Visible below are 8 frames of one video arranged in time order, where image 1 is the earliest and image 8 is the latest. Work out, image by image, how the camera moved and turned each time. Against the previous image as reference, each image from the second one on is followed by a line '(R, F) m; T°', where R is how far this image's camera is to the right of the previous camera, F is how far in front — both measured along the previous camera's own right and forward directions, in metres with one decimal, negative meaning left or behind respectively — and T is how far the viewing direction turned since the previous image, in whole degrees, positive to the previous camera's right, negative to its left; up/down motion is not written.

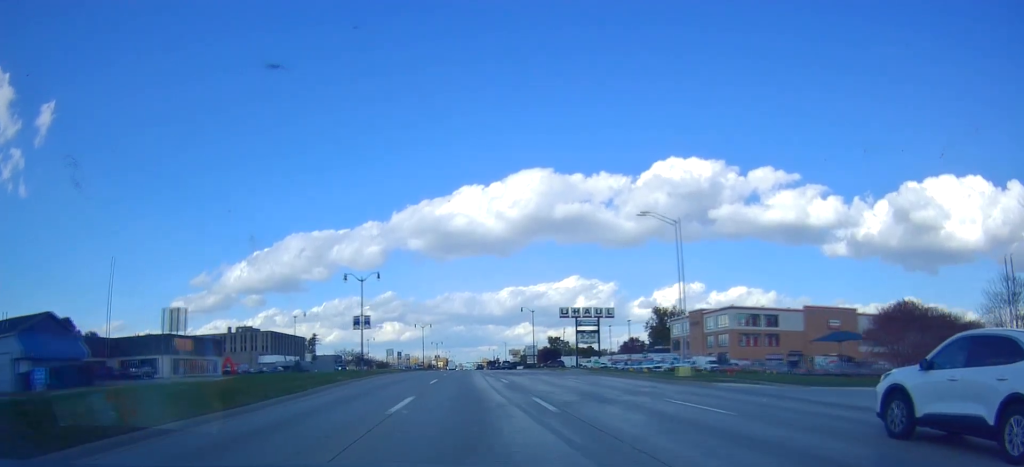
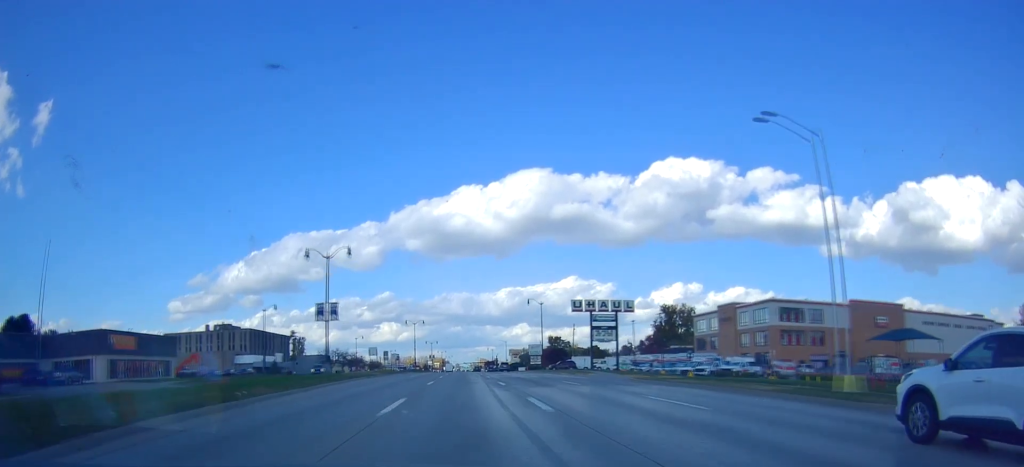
(+0.5, +15.6) m; +2°
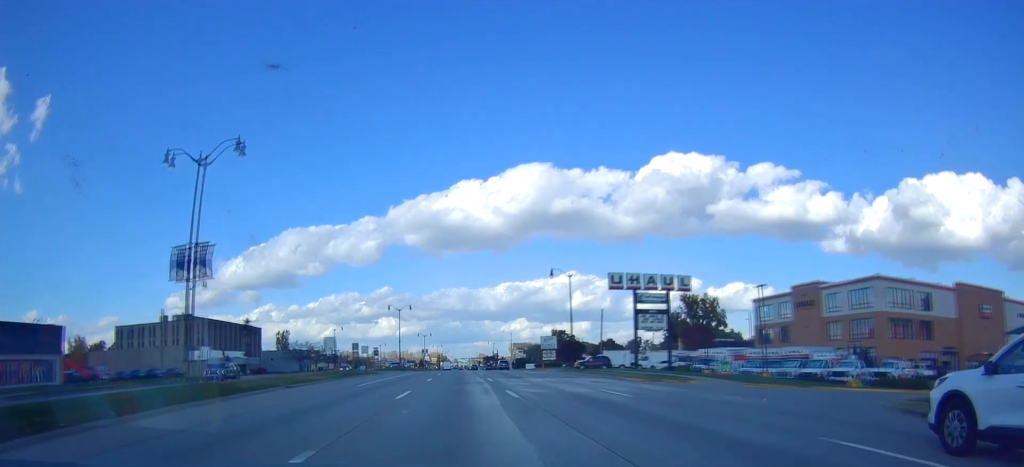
(-0.2, +26.1) m; -1°
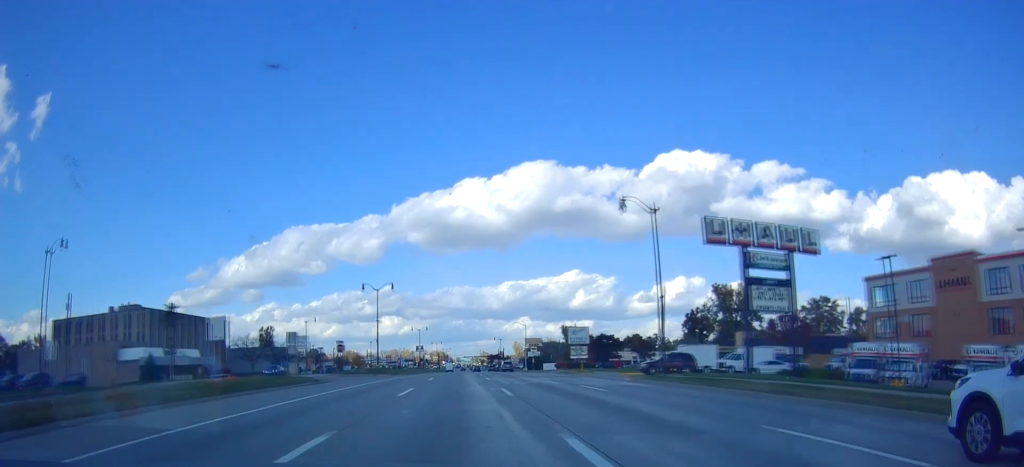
(0.0, +28.2) m; +1°
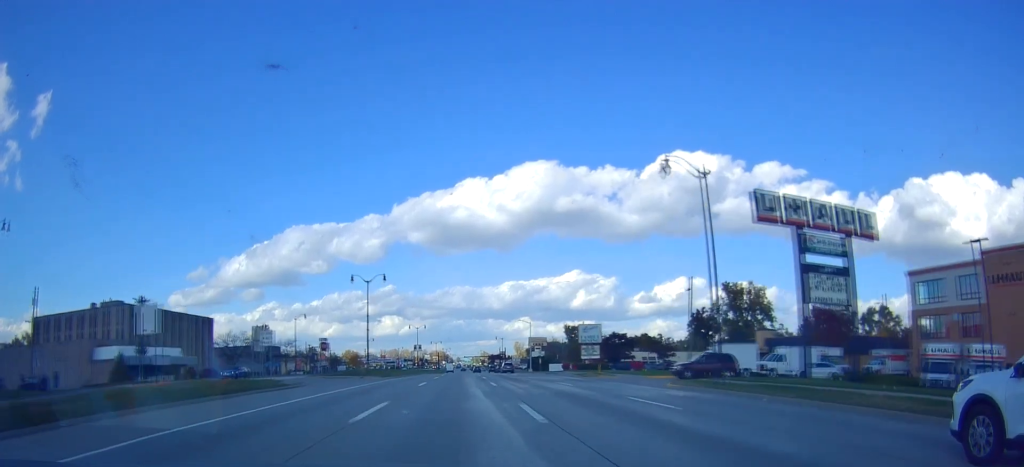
(0.0, +7.8) m; 0°
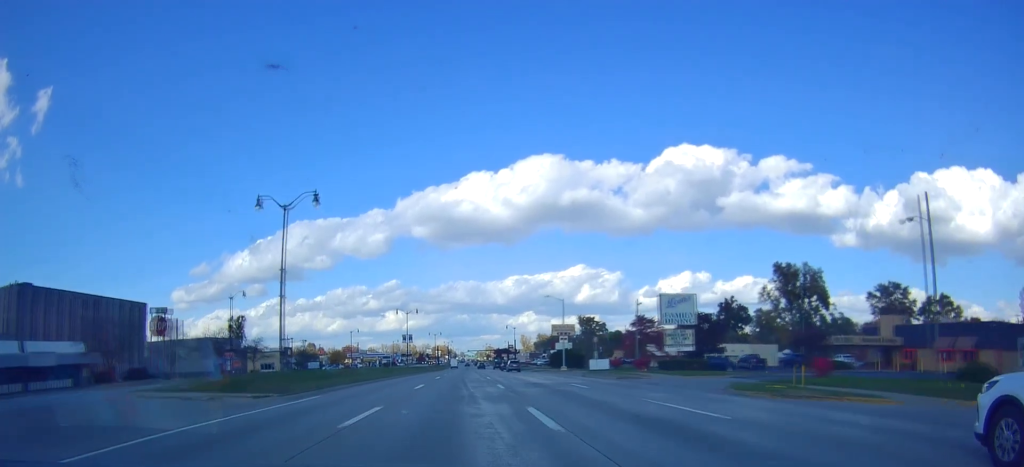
(-1.1, +32.5) m; -2°
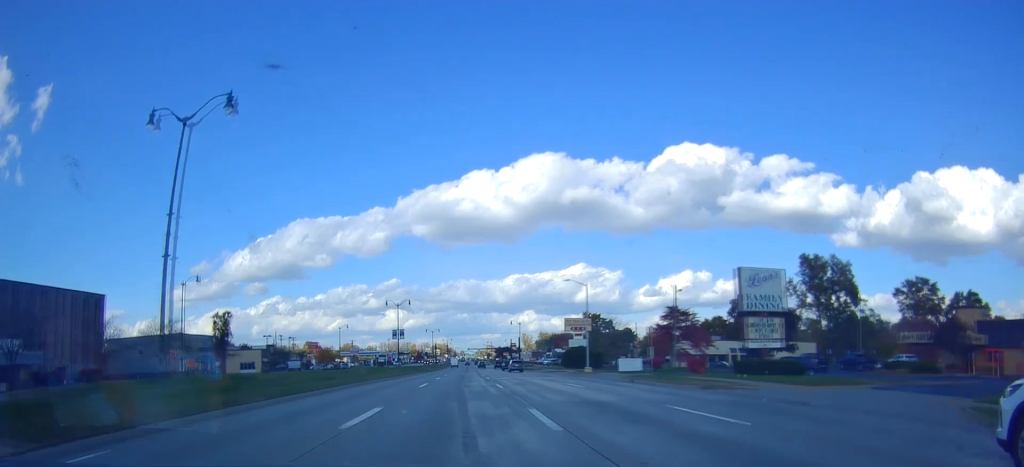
(+0.2, +14.3) m; 0°
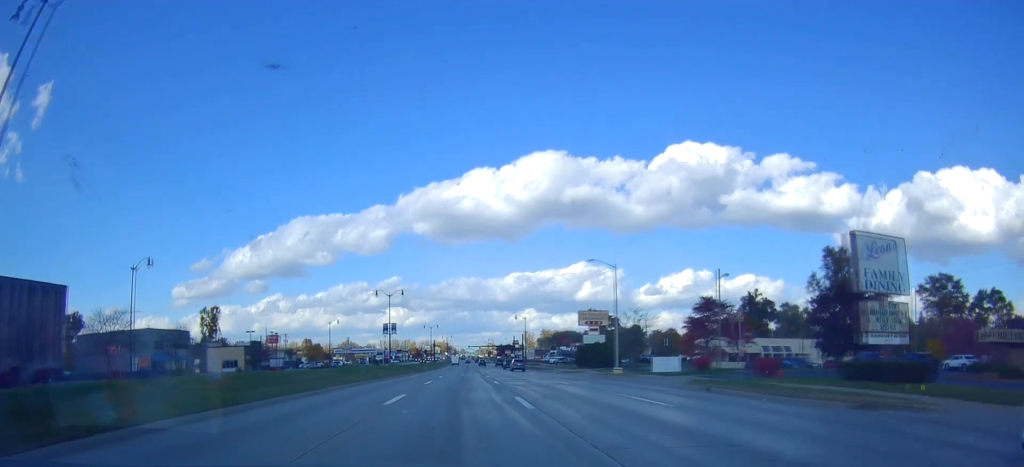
(+0.3, +11.1) m; 0°
